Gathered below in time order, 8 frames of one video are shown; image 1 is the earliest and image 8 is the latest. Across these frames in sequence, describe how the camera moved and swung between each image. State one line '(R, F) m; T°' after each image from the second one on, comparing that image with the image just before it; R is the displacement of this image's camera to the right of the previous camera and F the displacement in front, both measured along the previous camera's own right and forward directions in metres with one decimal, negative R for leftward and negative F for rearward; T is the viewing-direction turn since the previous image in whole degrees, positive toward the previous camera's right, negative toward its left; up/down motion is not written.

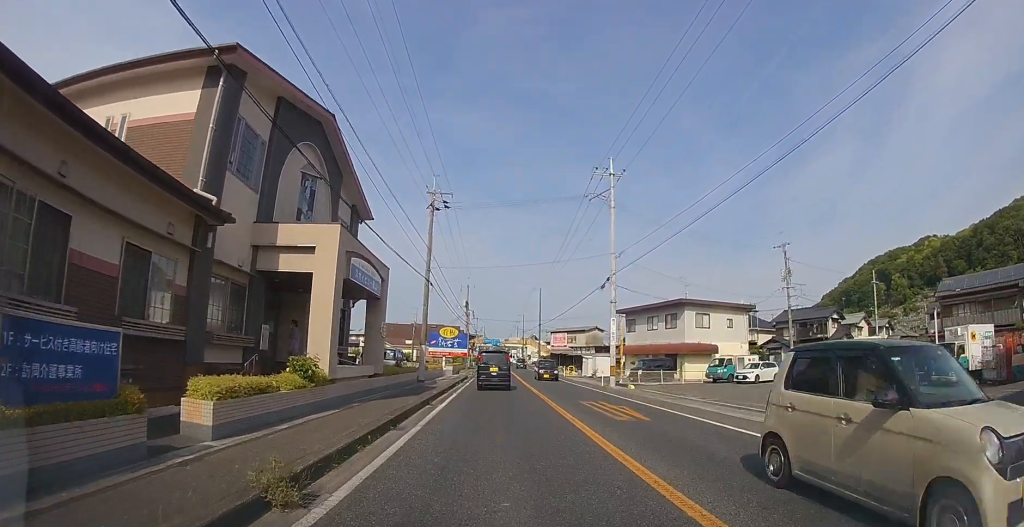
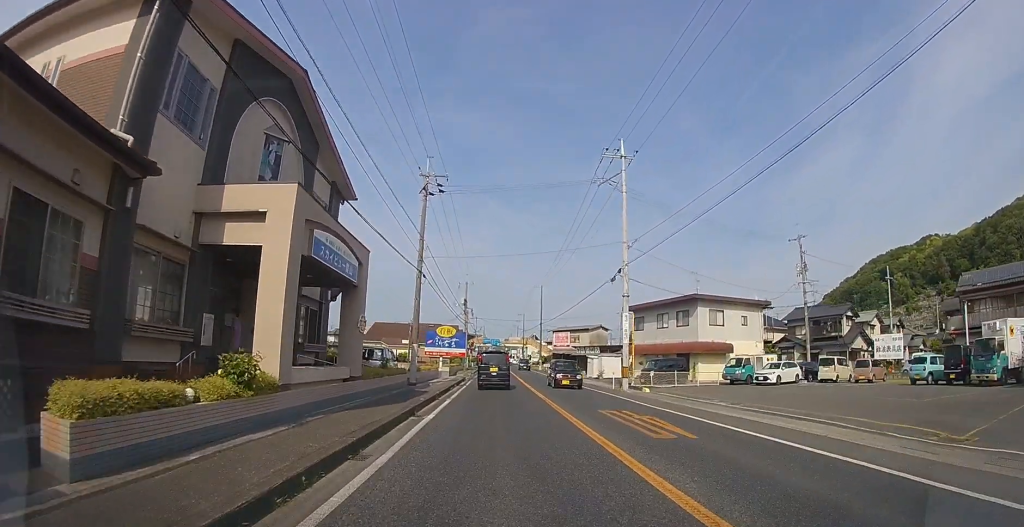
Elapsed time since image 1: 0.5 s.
(0.0, +2.7) m; 0°
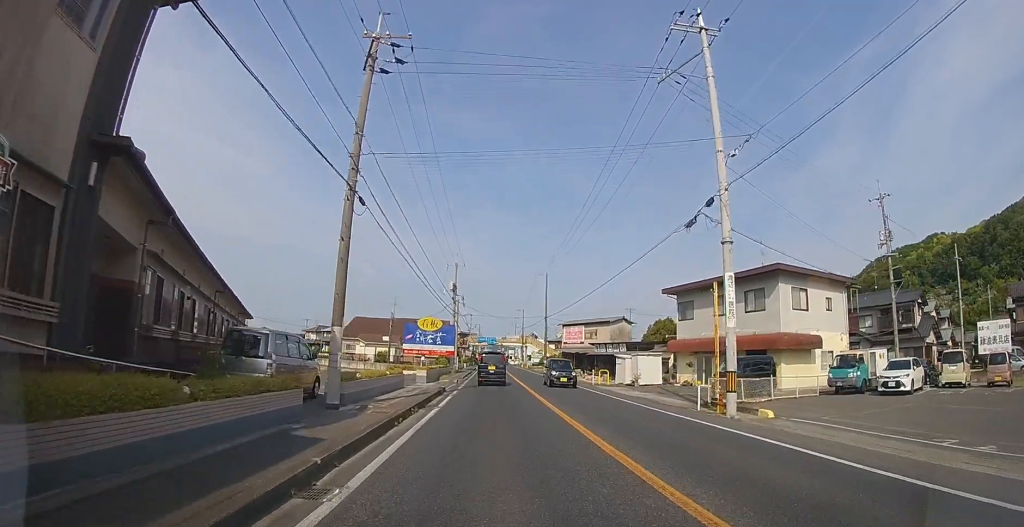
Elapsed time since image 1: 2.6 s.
(-0.1, +11.3) m; 0°
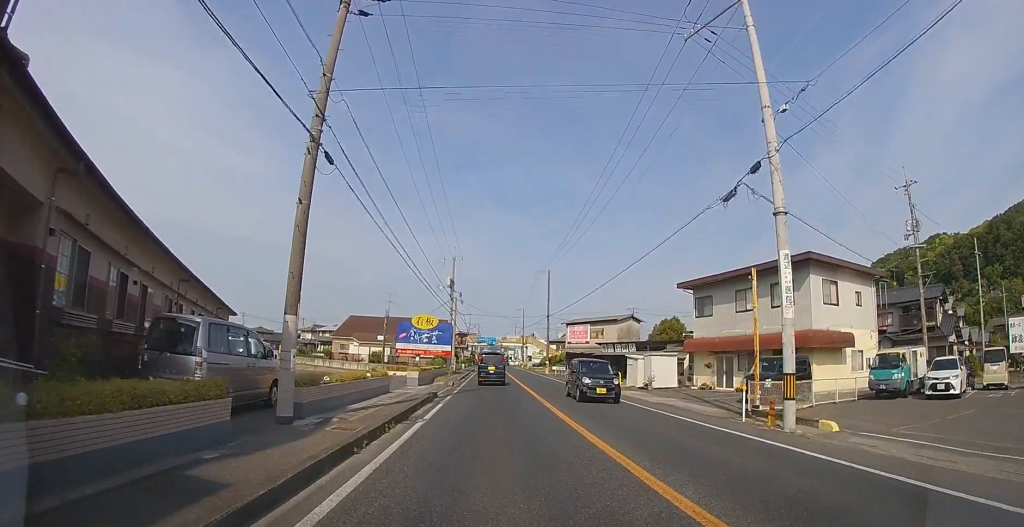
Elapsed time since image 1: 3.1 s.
(0.0, +2.7) m; 0°
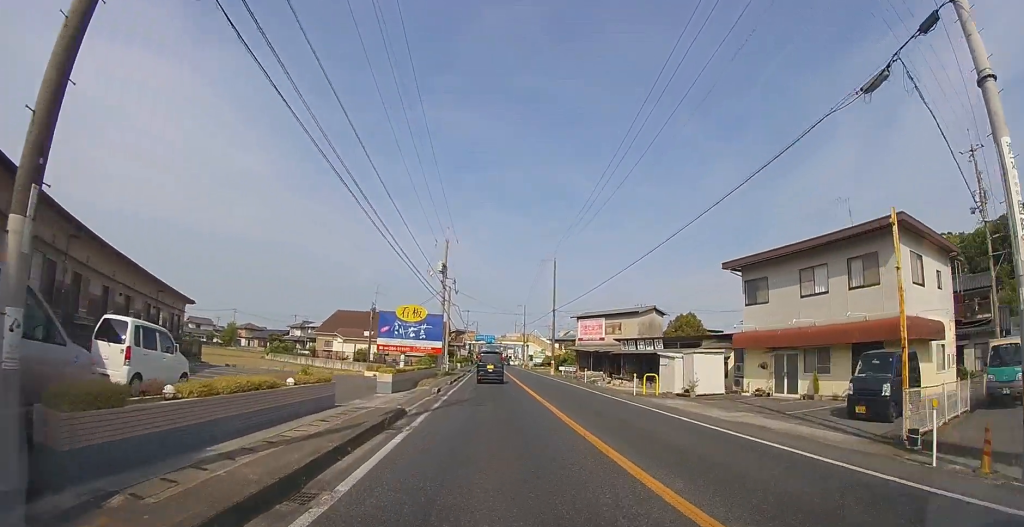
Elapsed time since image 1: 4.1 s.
(0.0, +5.9) m; 0°
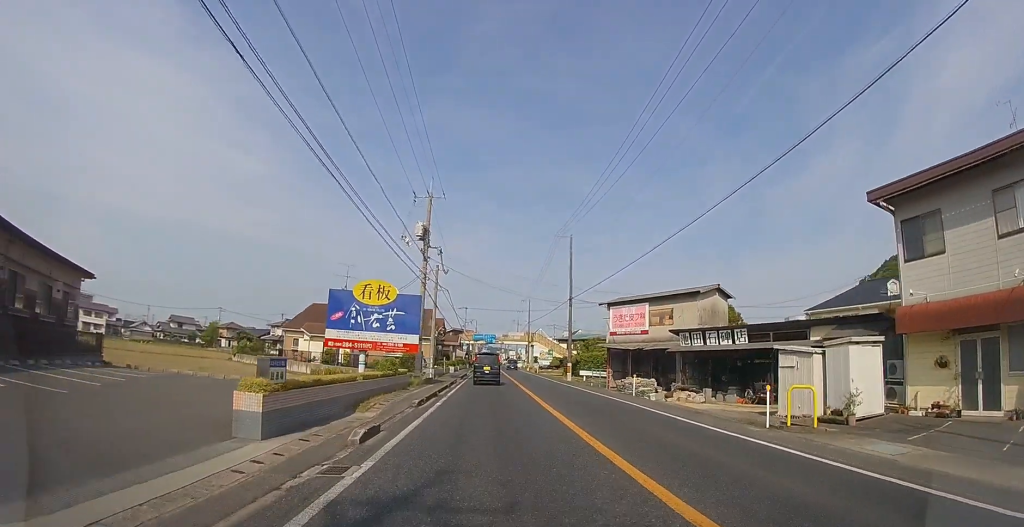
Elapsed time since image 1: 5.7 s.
(0.0, +10.0) m; 0°
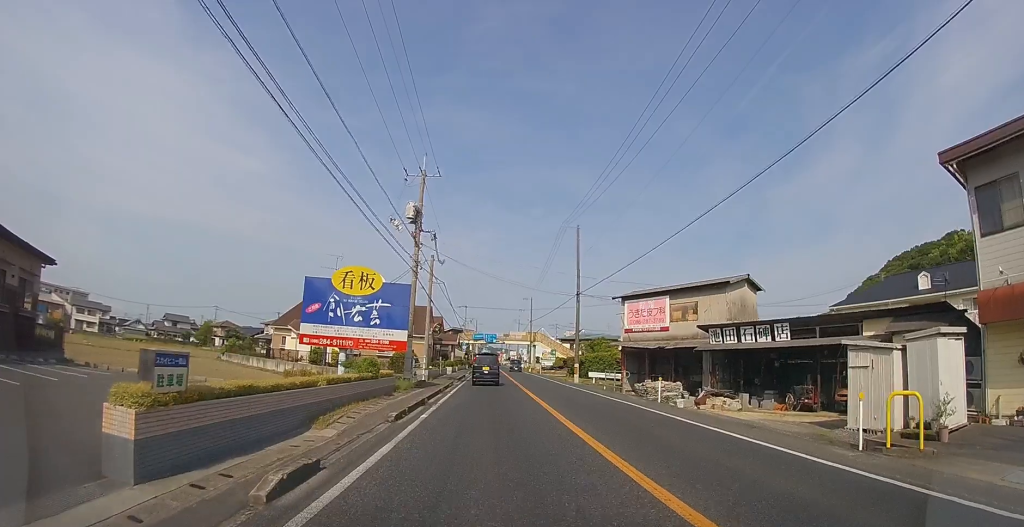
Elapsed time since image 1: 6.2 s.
(0.0, +3.1) m; 0°
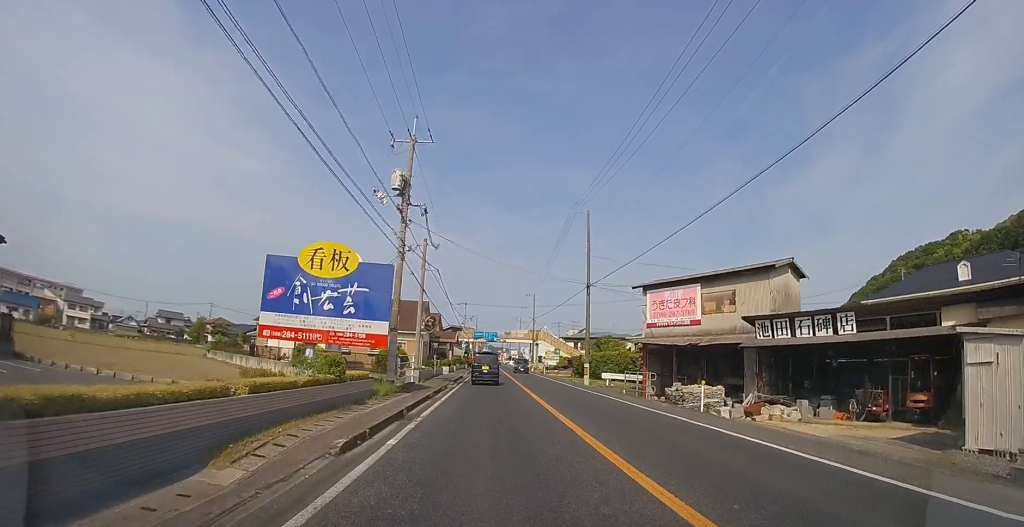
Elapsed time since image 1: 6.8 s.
(0.0, +3.7) m; 0°
